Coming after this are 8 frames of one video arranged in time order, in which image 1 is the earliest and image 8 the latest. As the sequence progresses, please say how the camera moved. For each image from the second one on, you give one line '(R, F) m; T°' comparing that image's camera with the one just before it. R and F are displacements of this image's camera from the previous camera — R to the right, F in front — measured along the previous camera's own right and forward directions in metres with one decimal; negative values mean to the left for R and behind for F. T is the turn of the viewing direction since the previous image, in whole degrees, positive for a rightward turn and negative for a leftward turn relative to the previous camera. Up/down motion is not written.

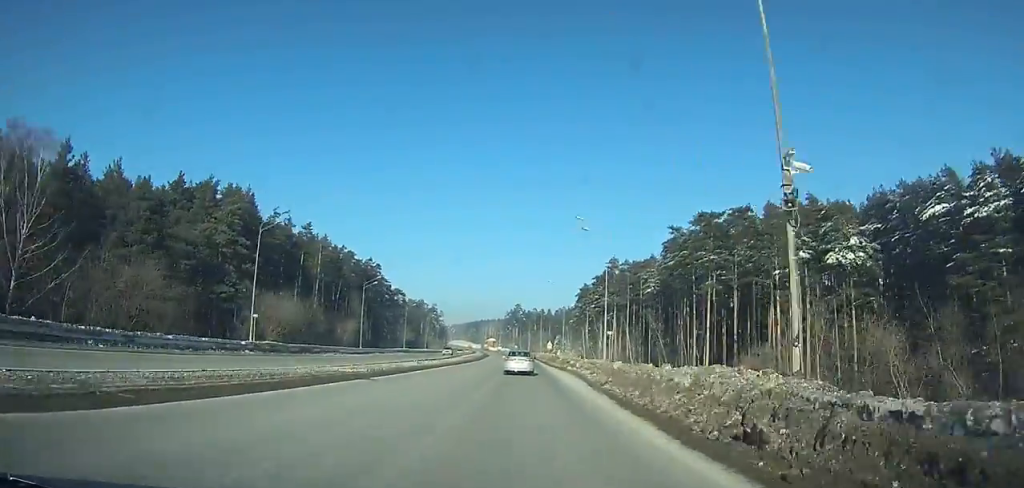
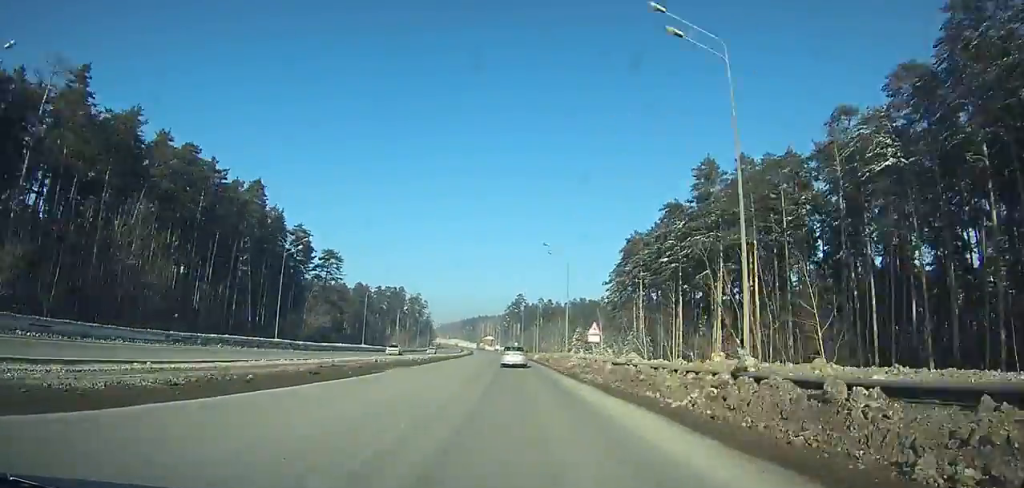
(-0.9, +73.0) m; +2°
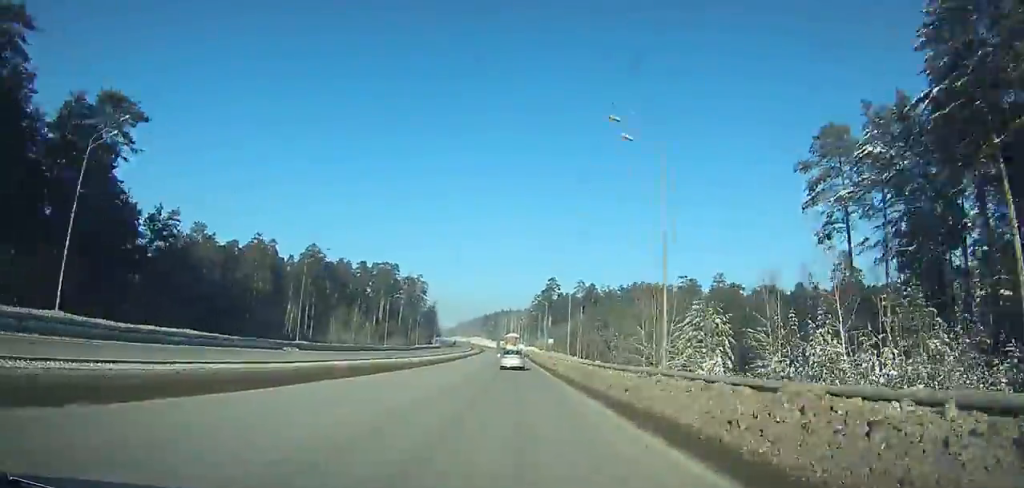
(+1.5, +79.9) m; -2°
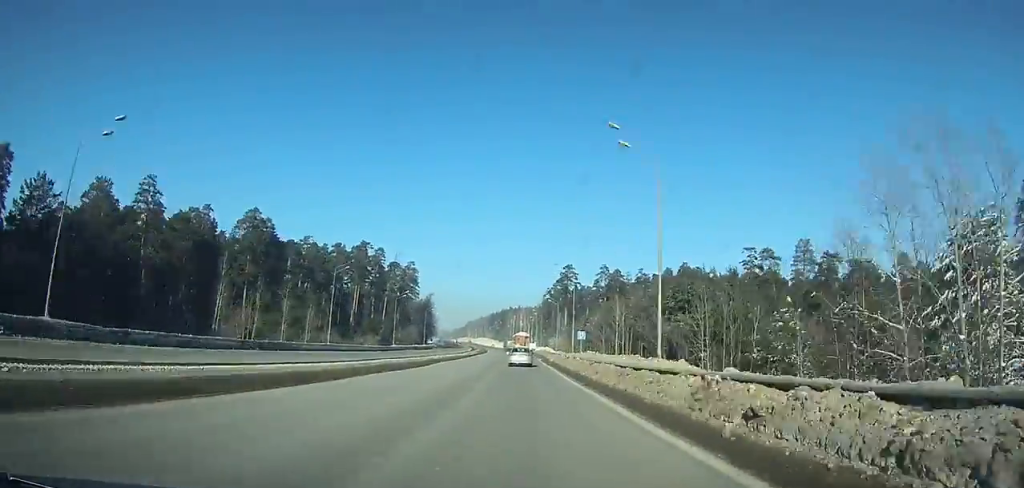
(-1.1, +41.6) m; -2°
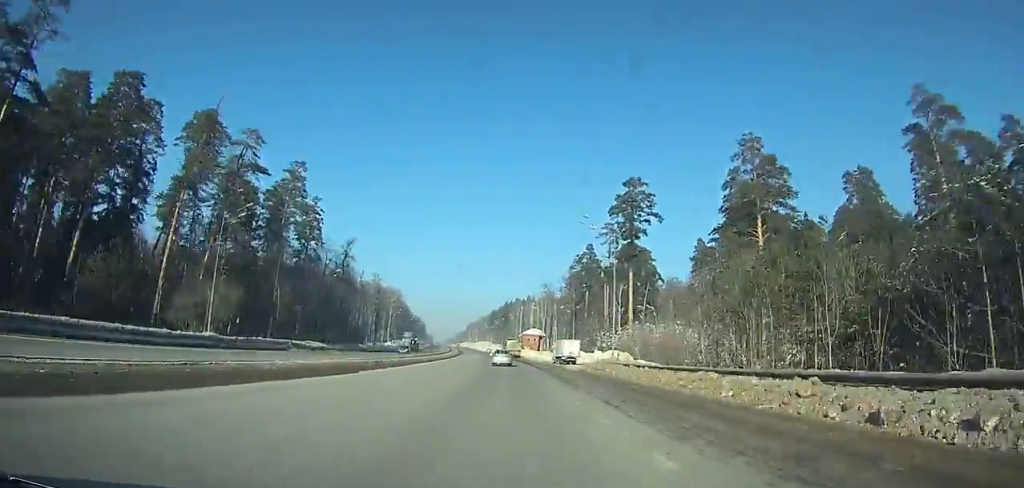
(-1.1, +120.3) m; -2°
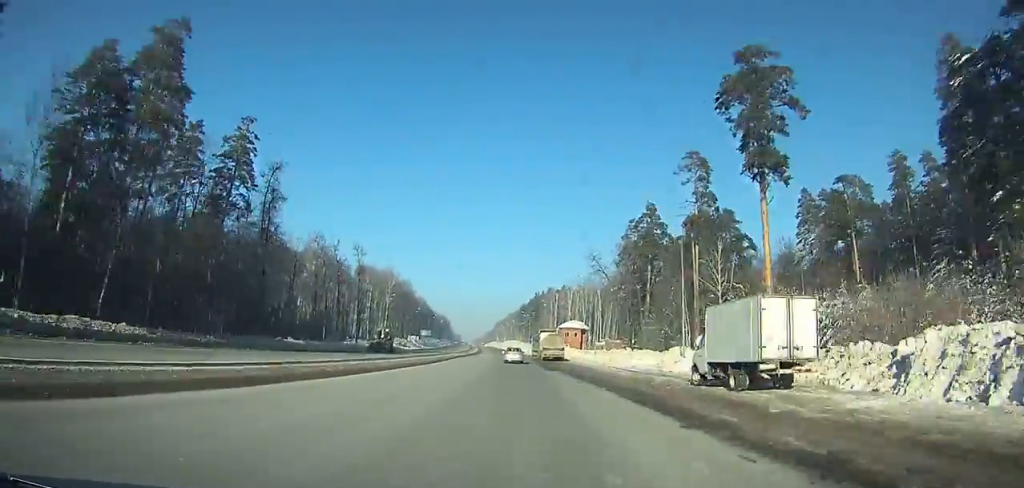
(-0.8, +46.7) m; -2°
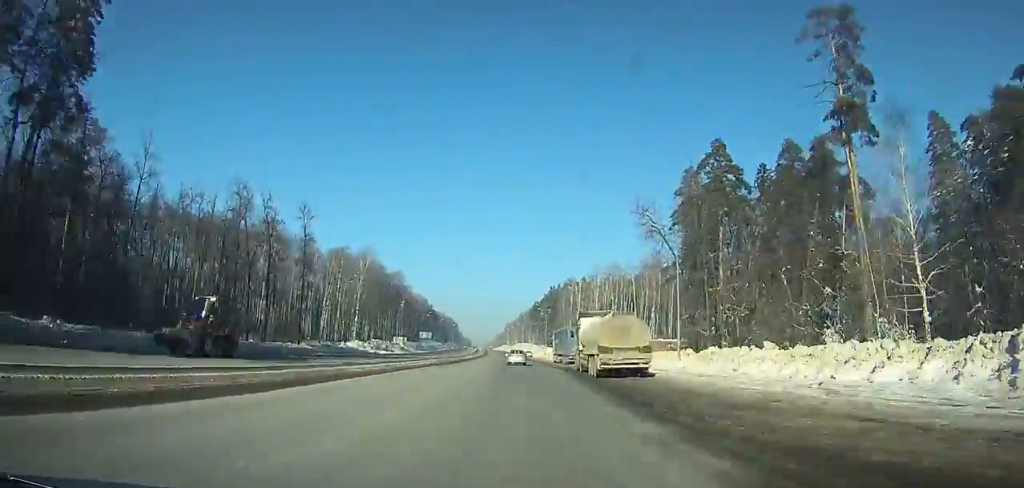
(-0.7, +40.5) m; -1°
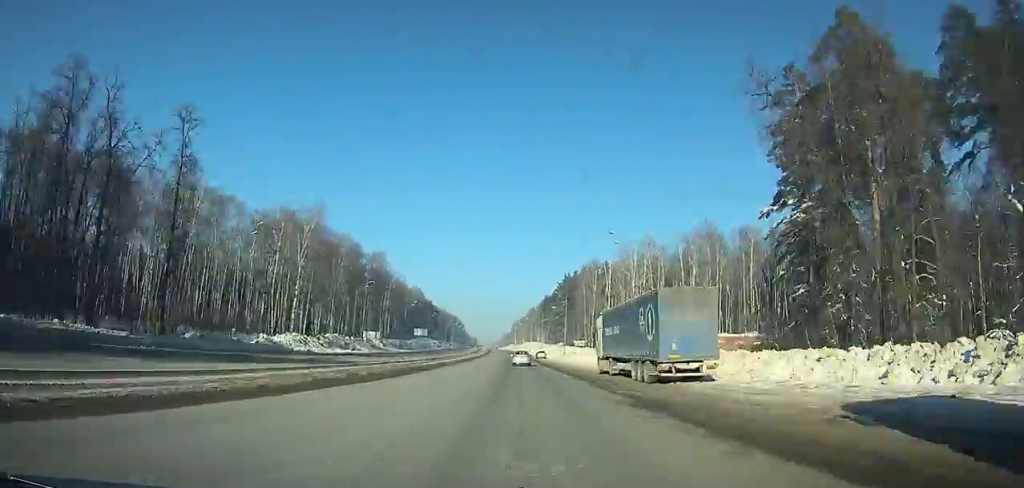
(-0.3, +38.5) m; -1°
